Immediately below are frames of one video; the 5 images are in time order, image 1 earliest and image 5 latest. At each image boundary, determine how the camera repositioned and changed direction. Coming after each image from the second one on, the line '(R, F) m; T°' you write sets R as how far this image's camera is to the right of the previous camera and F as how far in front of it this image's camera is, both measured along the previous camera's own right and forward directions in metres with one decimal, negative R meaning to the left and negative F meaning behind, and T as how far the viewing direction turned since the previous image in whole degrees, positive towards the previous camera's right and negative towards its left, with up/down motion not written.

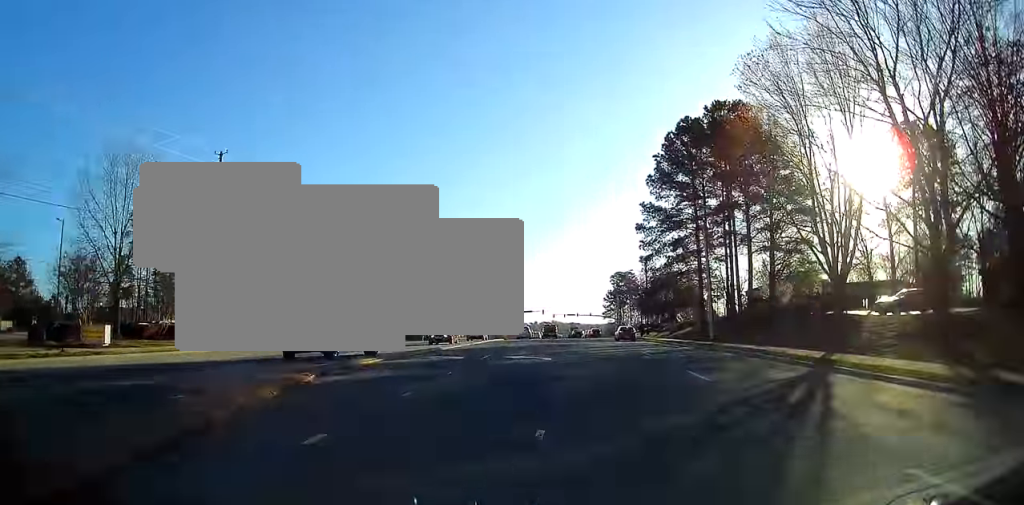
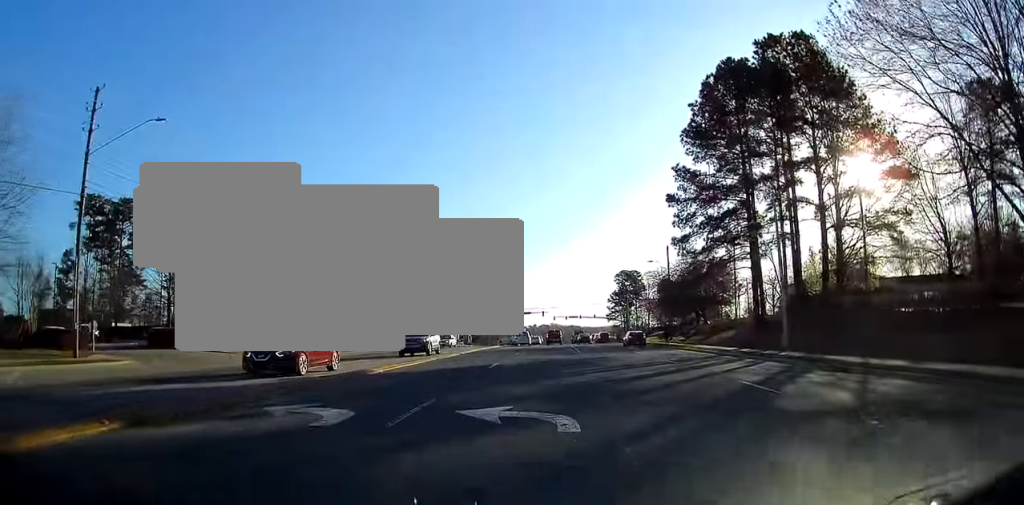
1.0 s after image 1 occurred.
(-0.3, +14.3) m; 0°
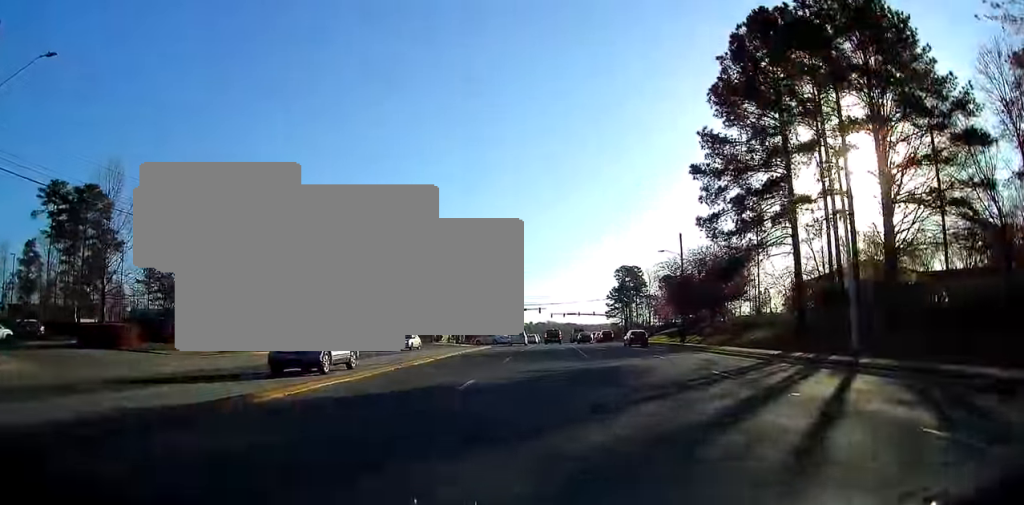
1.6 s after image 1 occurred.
(+0.1, +7.9) m; 0°
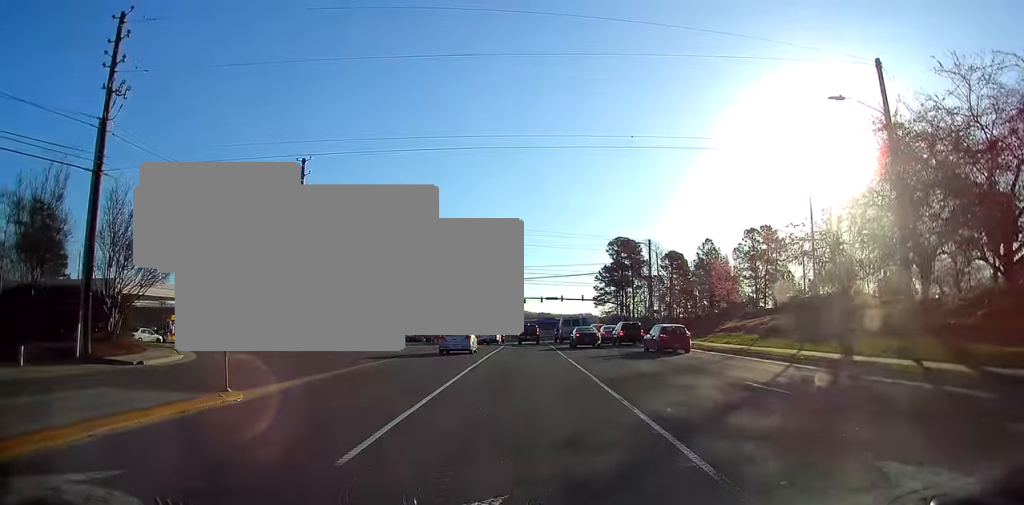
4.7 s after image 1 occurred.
(+0.8, +41.0) m; +2°
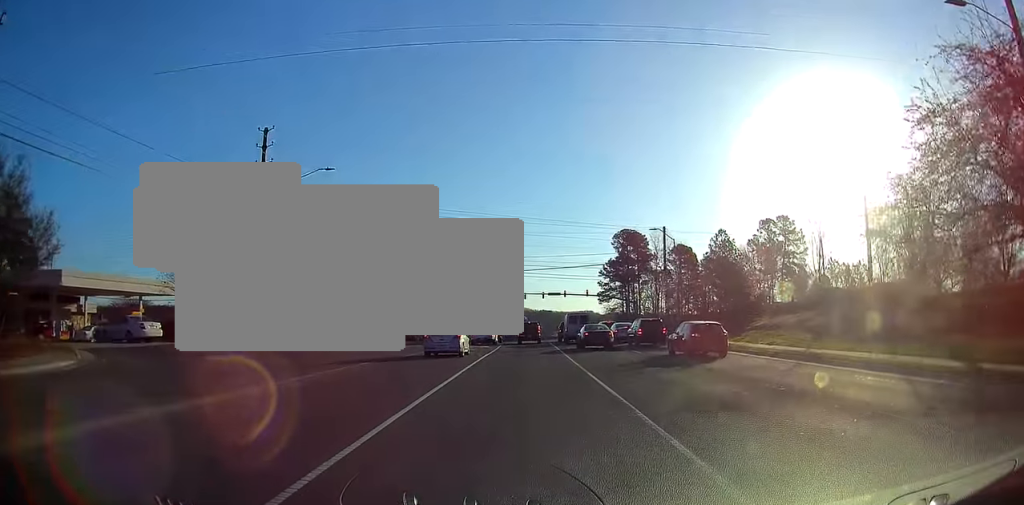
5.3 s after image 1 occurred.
(+0.1, +7.1) m; 0°
